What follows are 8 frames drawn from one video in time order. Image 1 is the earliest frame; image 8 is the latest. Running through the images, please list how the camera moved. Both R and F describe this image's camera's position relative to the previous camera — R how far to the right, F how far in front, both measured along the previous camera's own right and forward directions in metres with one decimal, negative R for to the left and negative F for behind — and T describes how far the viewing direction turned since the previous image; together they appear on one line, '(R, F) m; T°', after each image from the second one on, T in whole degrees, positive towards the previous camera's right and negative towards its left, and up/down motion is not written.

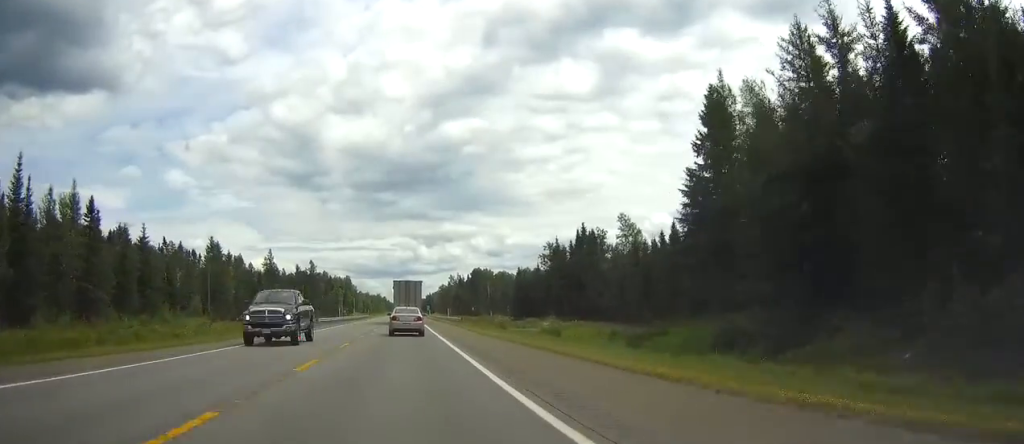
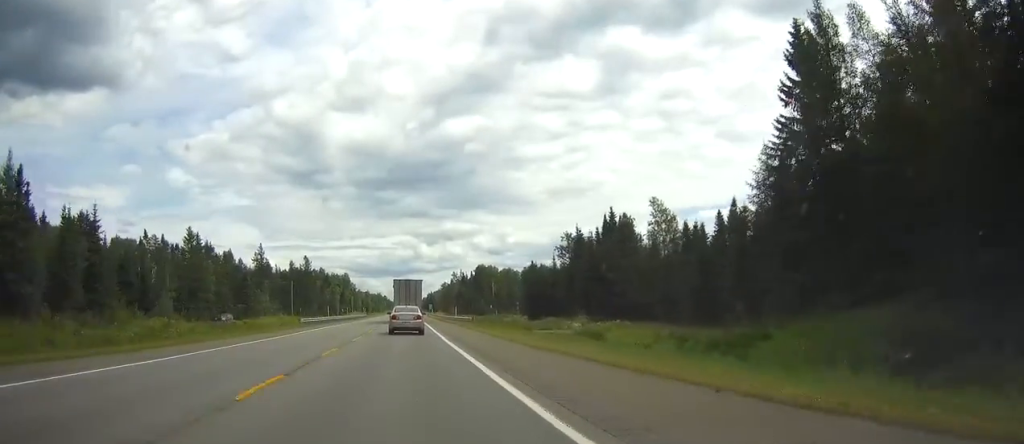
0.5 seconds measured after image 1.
(-0.1, +13.4) m; 0°
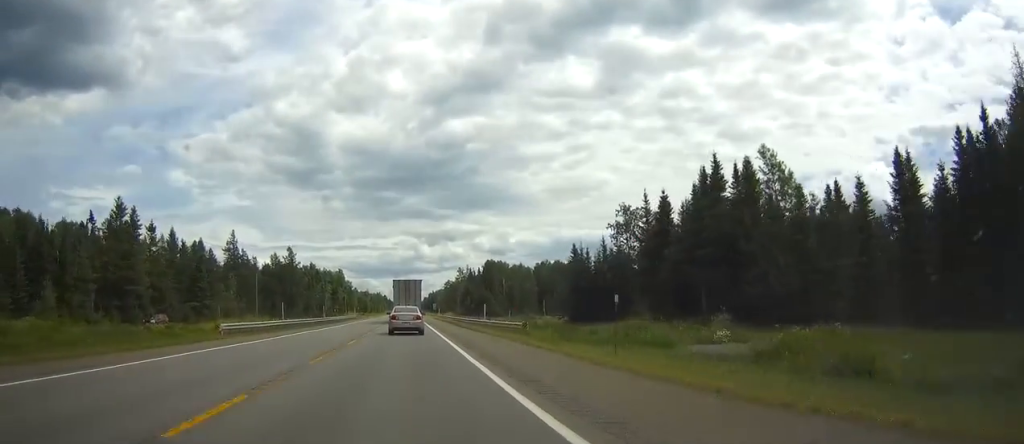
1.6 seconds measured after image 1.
(-0.2, +29.5) m; 0°
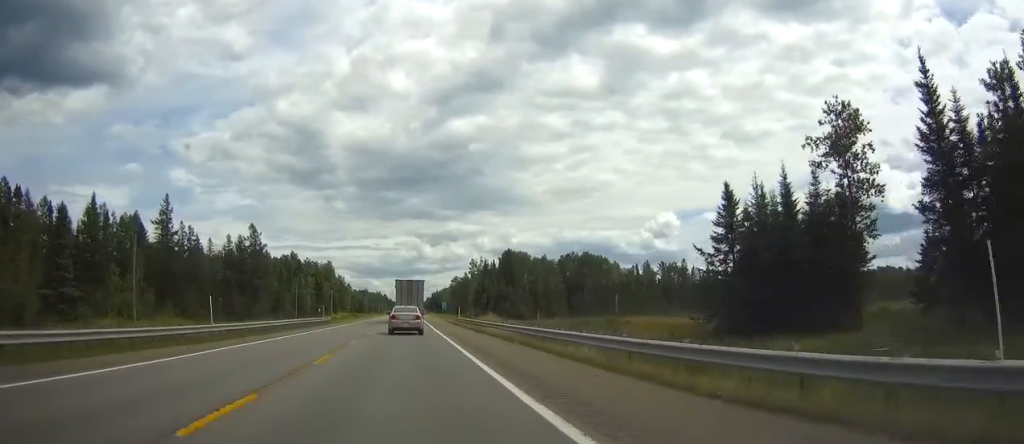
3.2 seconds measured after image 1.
(+0.1, +44.0) m; 0°
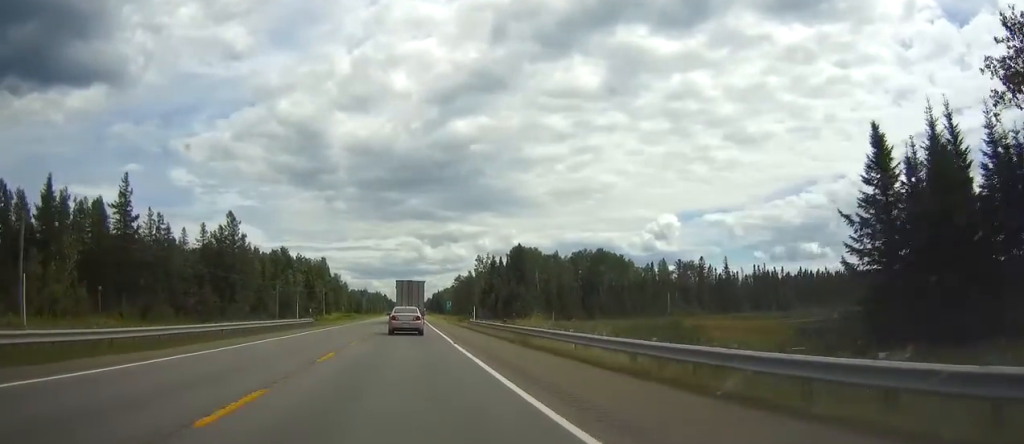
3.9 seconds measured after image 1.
(-0.1, +17.2) m; 0°
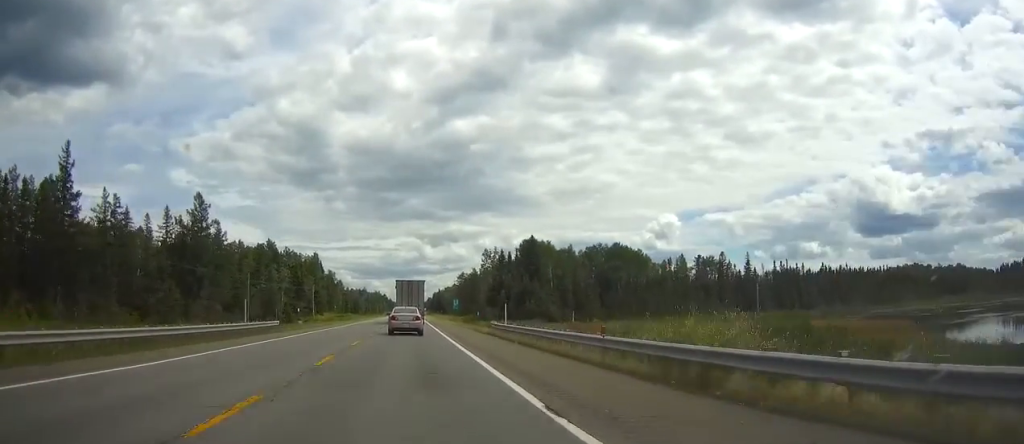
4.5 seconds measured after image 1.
(-0.1, +18.2) m; 0°
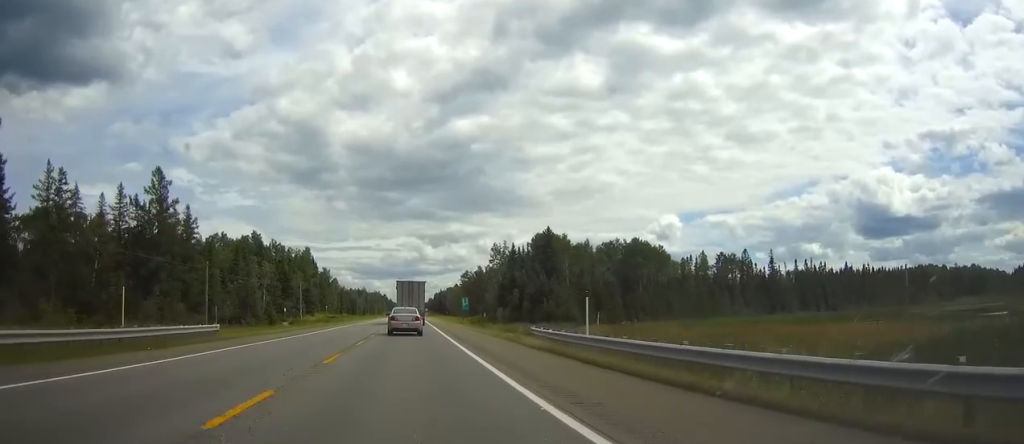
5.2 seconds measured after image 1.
(0.0, +17.3) m; 0°
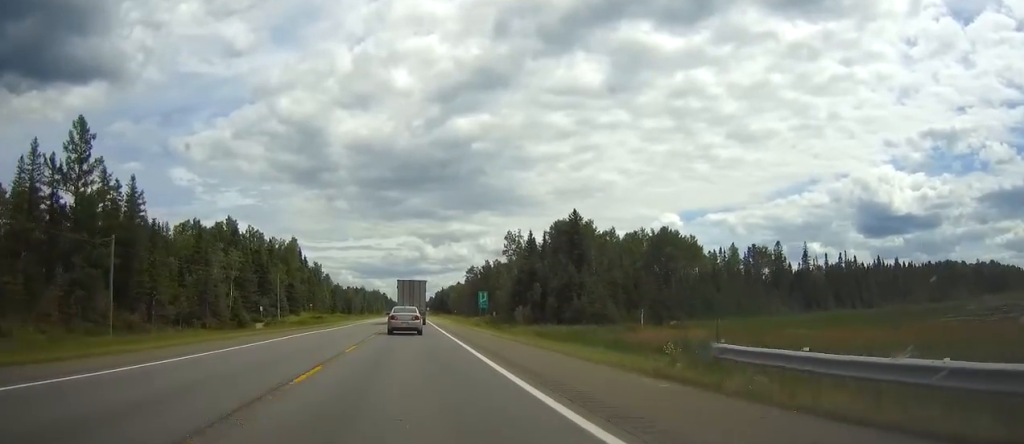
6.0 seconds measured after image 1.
(0.0, +21.9) m; 0°
